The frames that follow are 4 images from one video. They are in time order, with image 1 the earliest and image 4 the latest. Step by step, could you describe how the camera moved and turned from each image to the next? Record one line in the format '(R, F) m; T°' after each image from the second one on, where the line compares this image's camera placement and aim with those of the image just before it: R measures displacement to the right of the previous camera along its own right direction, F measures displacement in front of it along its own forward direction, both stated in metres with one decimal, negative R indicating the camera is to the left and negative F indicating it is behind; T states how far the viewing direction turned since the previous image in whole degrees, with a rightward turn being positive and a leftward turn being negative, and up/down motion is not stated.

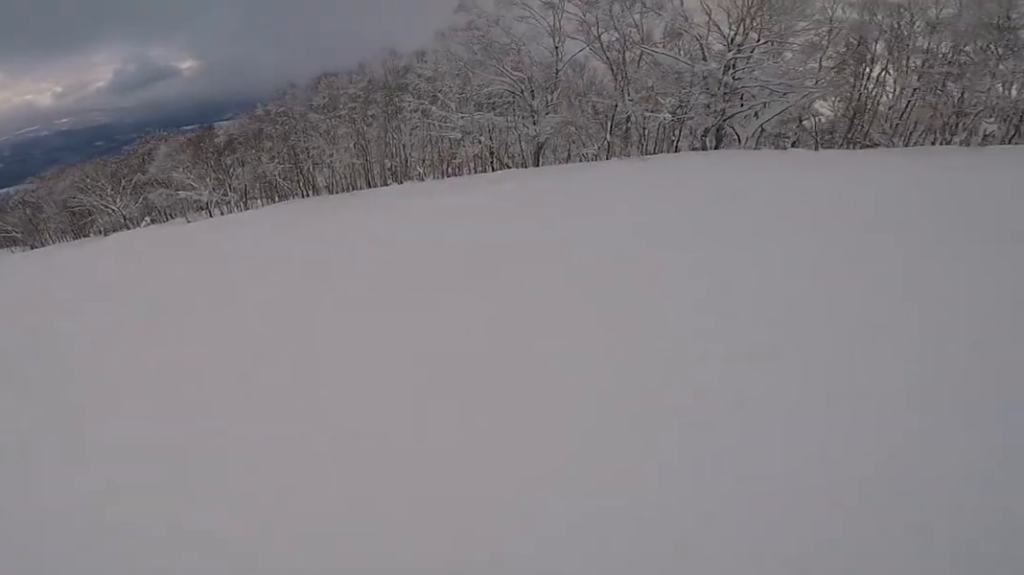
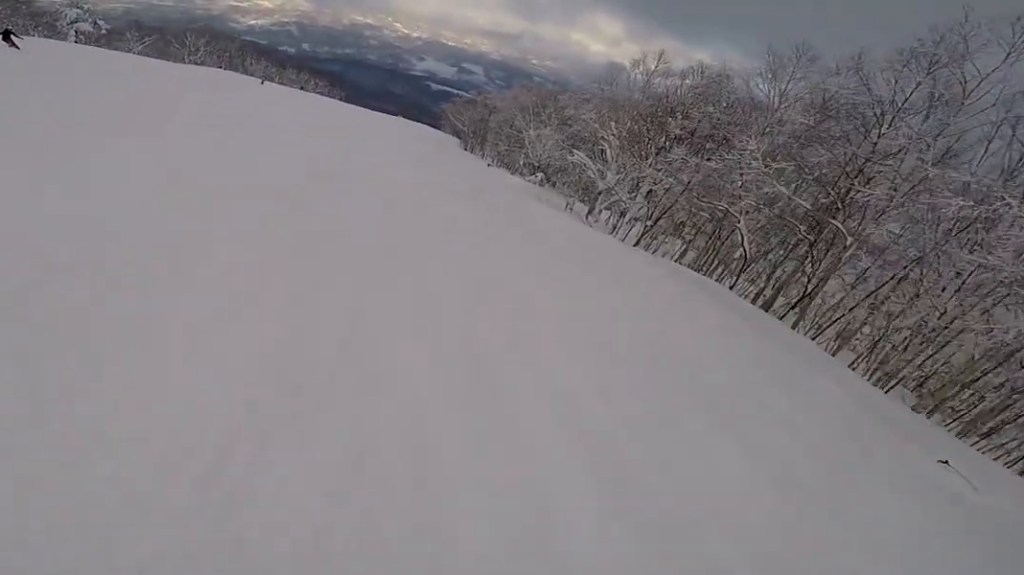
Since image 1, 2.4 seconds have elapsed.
(-5.3, +19.0) m; -44°
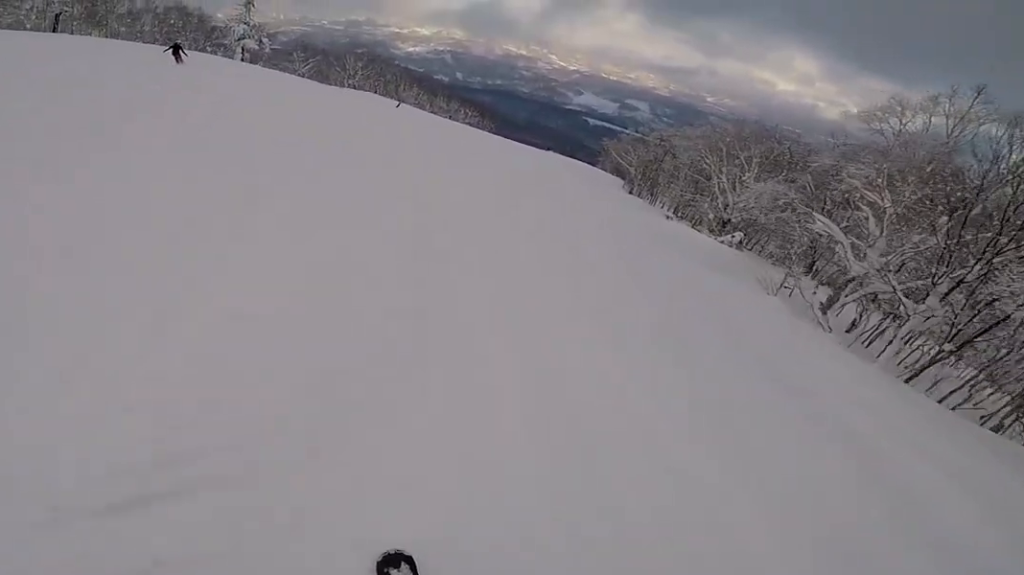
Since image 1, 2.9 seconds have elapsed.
(-0.5, +4.6) m; -16°
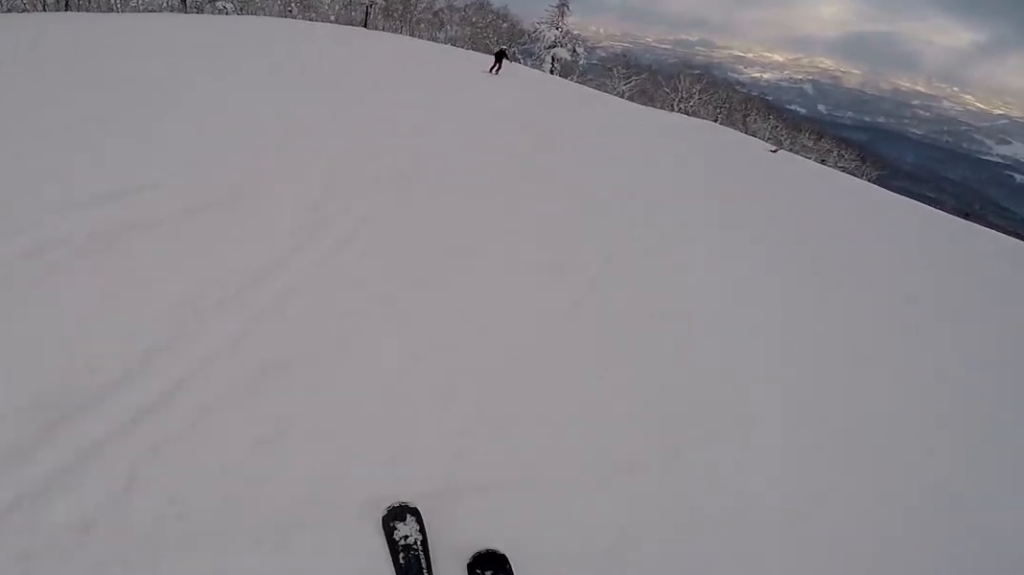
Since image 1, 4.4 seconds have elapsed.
(-4.1, +10.9) m; -33°
